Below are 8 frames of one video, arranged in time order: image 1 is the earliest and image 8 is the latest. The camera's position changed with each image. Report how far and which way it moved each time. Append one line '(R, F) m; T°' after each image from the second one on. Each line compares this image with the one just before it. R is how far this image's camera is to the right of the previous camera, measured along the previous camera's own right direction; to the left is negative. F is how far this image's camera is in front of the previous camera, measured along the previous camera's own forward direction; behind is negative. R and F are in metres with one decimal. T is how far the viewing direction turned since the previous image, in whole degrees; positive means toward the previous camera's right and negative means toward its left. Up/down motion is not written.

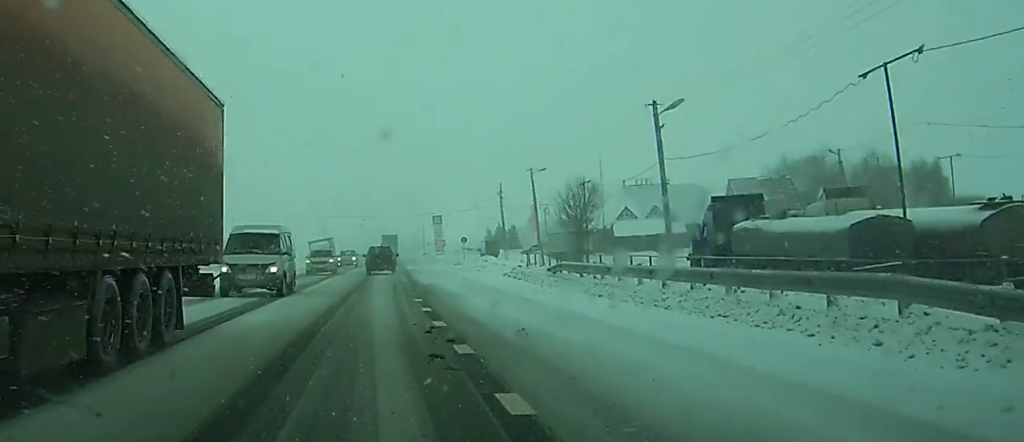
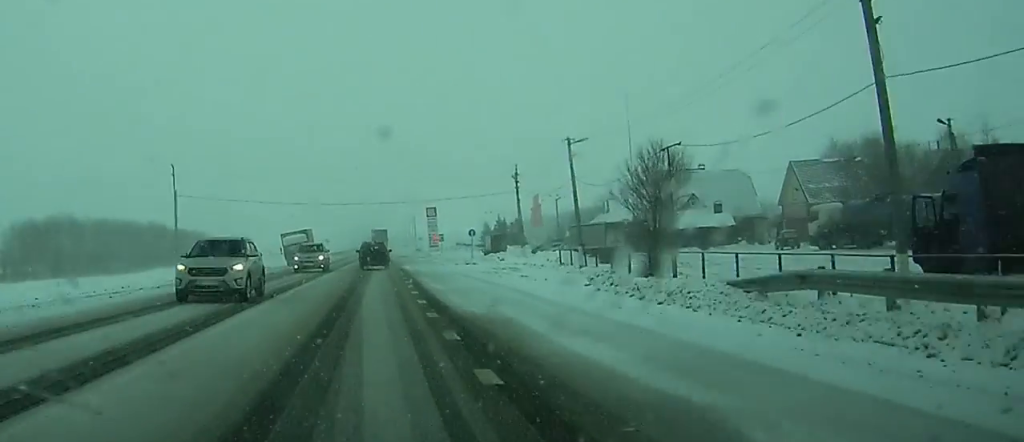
(+0.1, +18.7) m; +1°
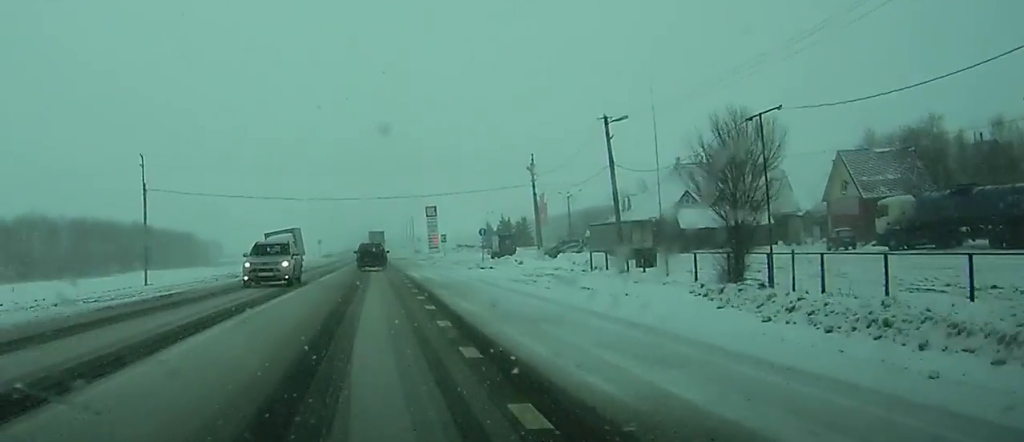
(0.0, +10.3) m; 0°
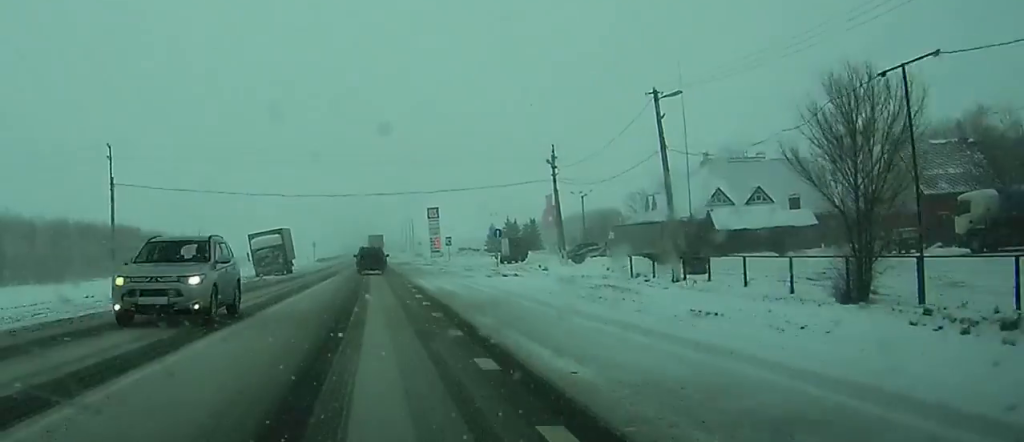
(+0.1, +9.0) m; +1°
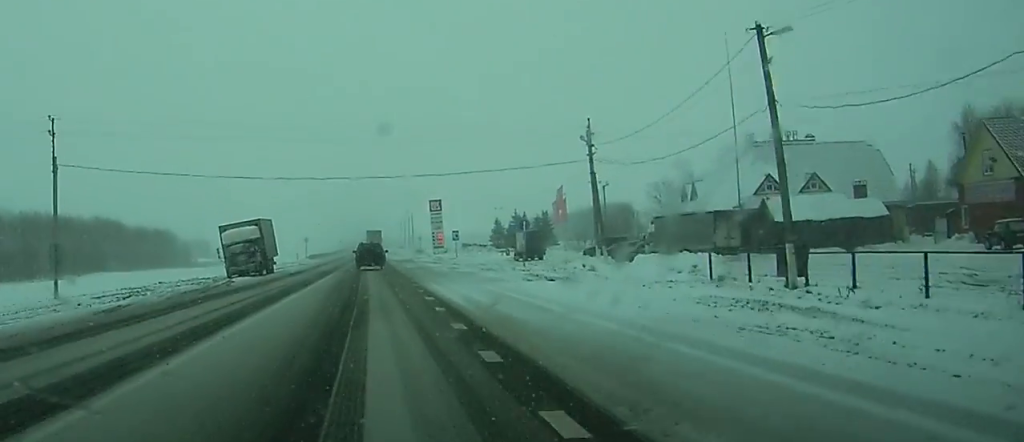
(+0.1, +11.6) m; +1°
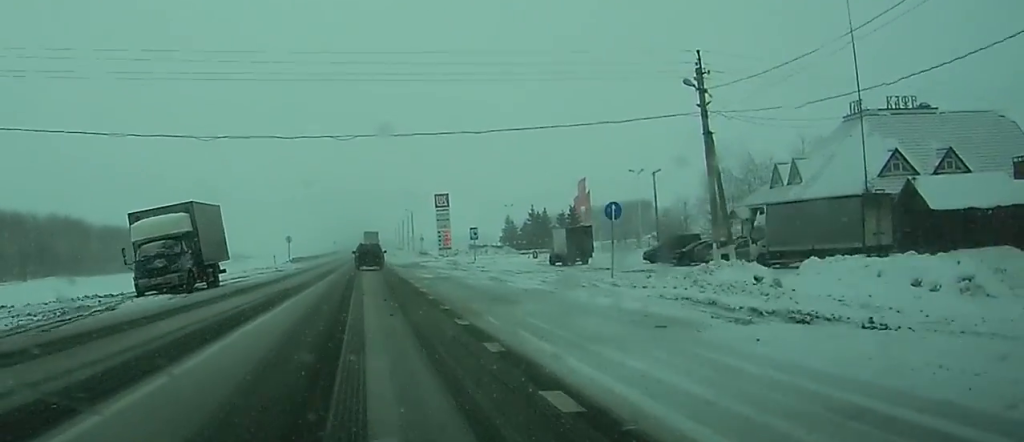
(+0.2, +19.3) m; +1°
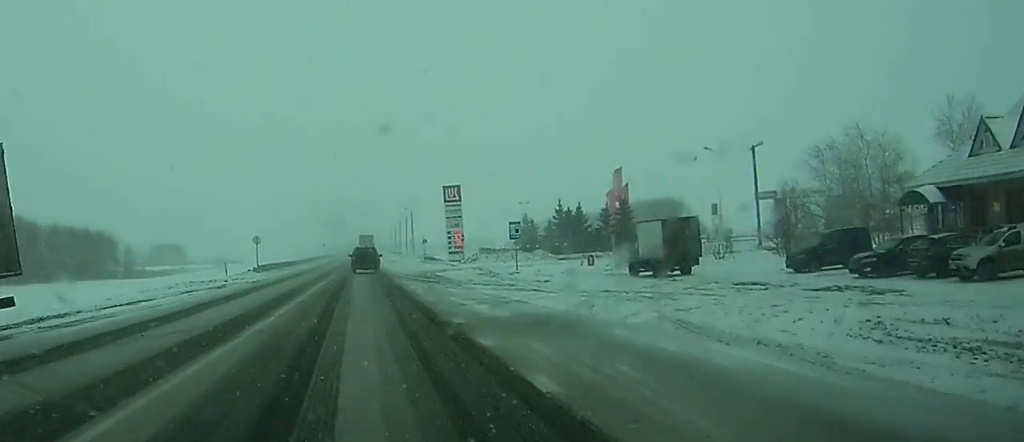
(+0.3, +23.2) m; 0°
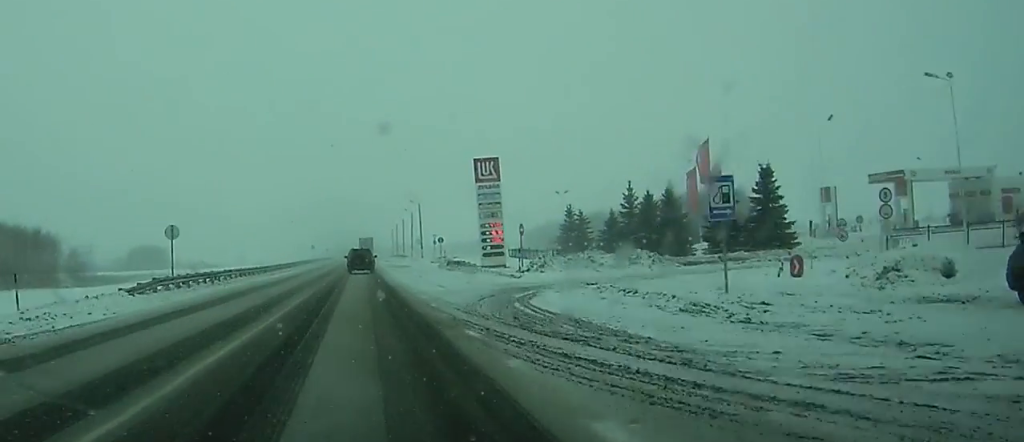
(-0.3, +30.4) m; -1°
